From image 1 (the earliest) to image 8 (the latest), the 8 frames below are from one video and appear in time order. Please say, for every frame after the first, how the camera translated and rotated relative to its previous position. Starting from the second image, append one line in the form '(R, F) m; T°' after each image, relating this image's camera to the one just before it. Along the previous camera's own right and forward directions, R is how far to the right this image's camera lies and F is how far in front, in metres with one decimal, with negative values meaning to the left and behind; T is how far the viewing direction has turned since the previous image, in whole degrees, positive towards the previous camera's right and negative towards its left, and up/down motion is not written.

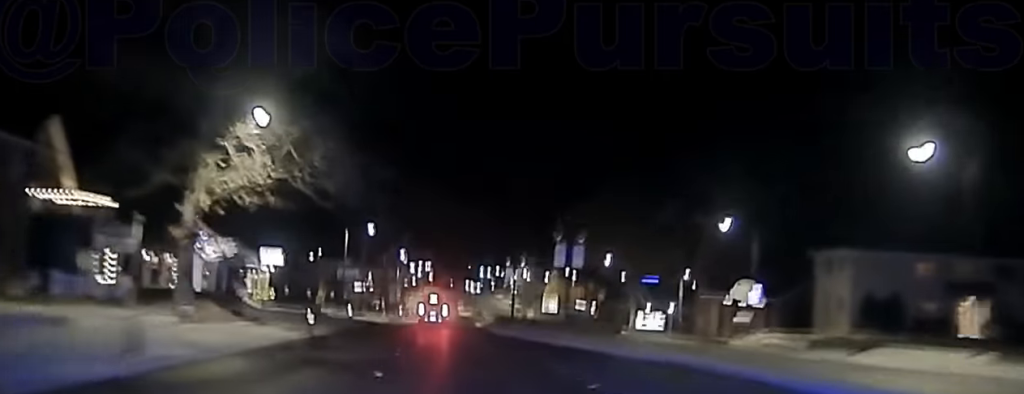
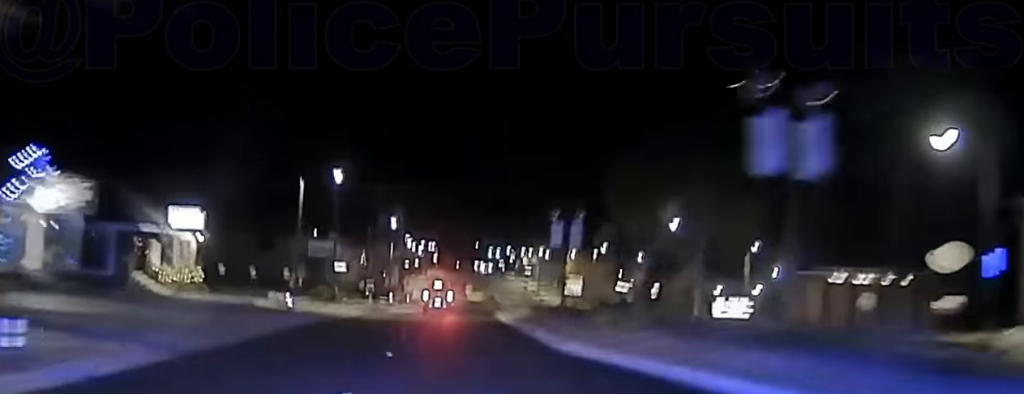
(0.0, +25.2) m; 0°
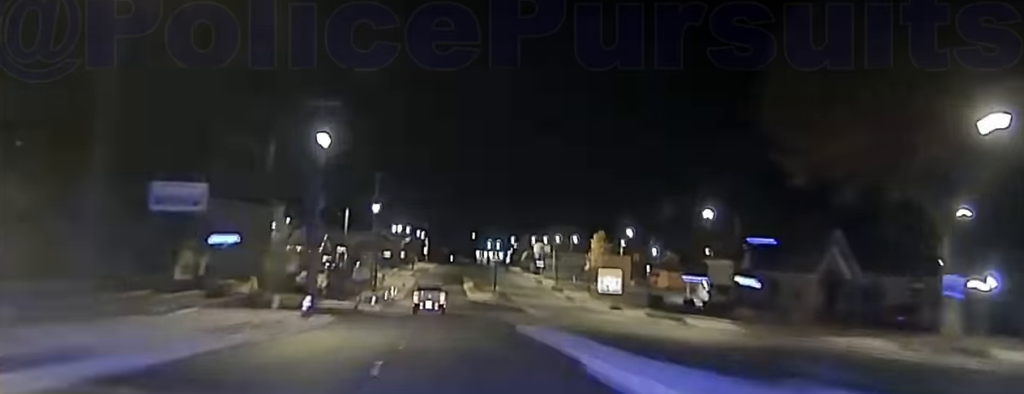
(0.0, +42.3) m; 0°
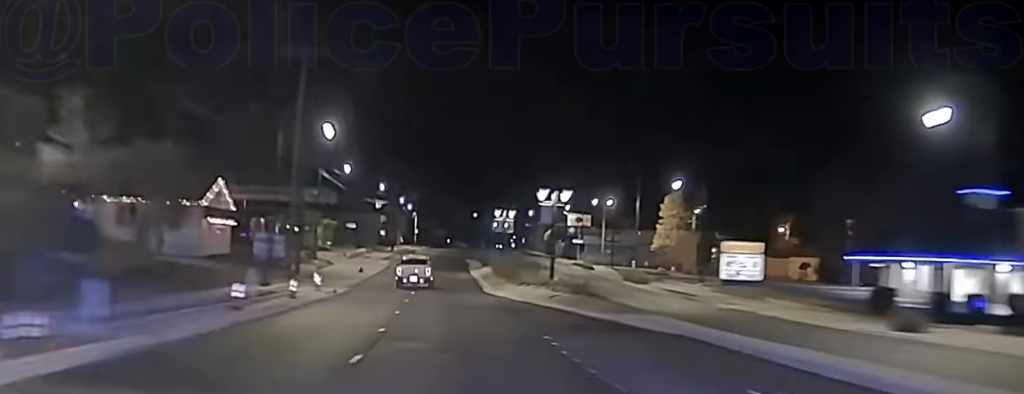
(0.0, +62.2) m; 0°
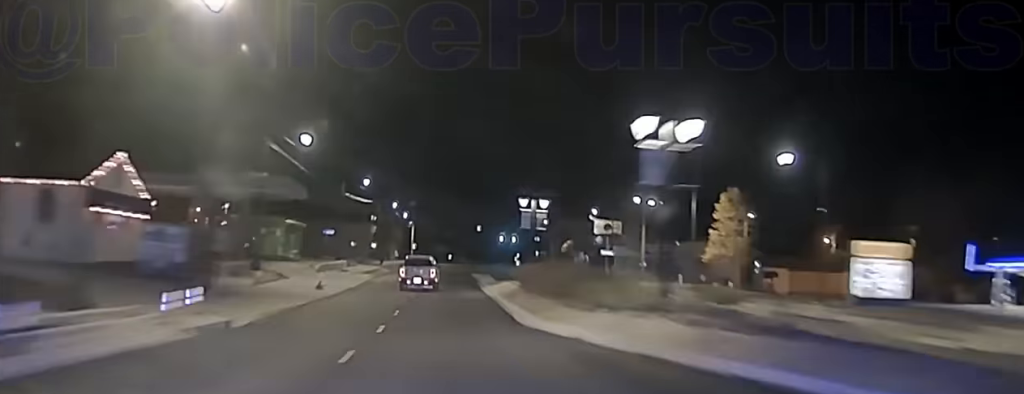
(0.0, +22.1) m; 0°
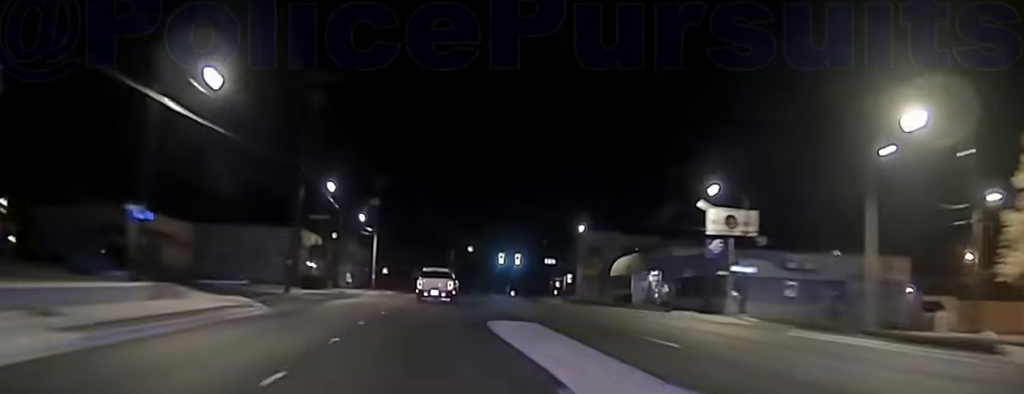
(+0.7, +50.9) m; +2°
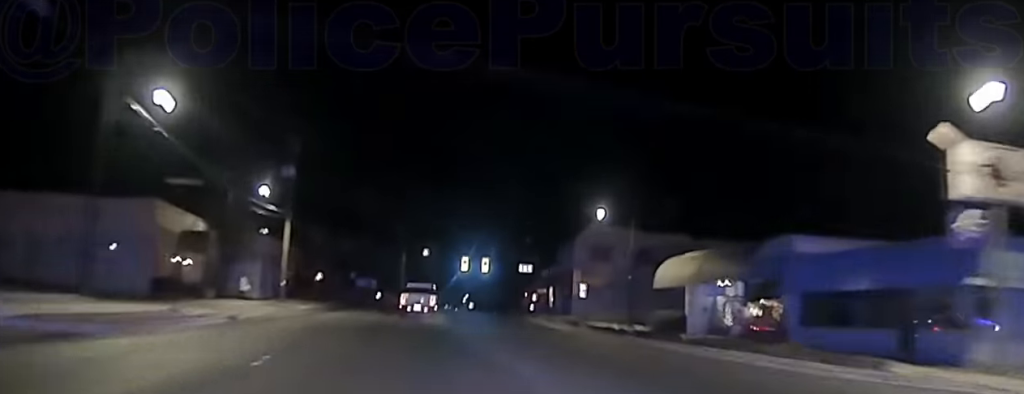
(+0.6, +30.2) m; +2°
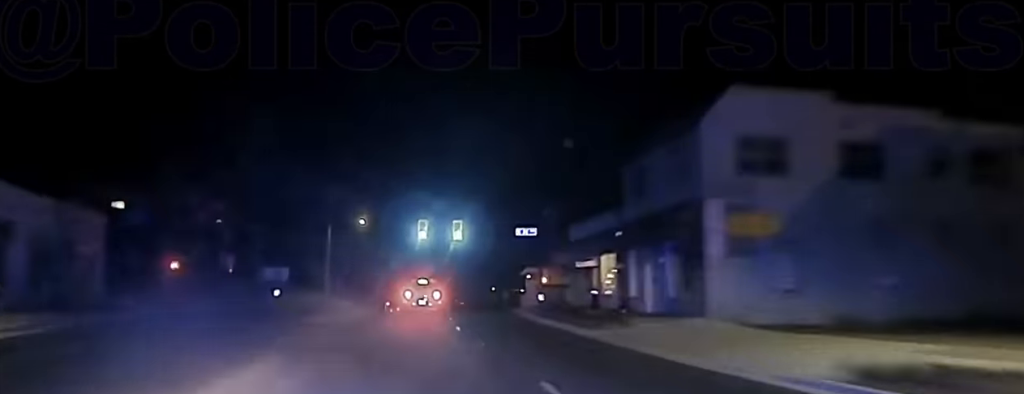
(+0.8, +44.3) m; +2°
